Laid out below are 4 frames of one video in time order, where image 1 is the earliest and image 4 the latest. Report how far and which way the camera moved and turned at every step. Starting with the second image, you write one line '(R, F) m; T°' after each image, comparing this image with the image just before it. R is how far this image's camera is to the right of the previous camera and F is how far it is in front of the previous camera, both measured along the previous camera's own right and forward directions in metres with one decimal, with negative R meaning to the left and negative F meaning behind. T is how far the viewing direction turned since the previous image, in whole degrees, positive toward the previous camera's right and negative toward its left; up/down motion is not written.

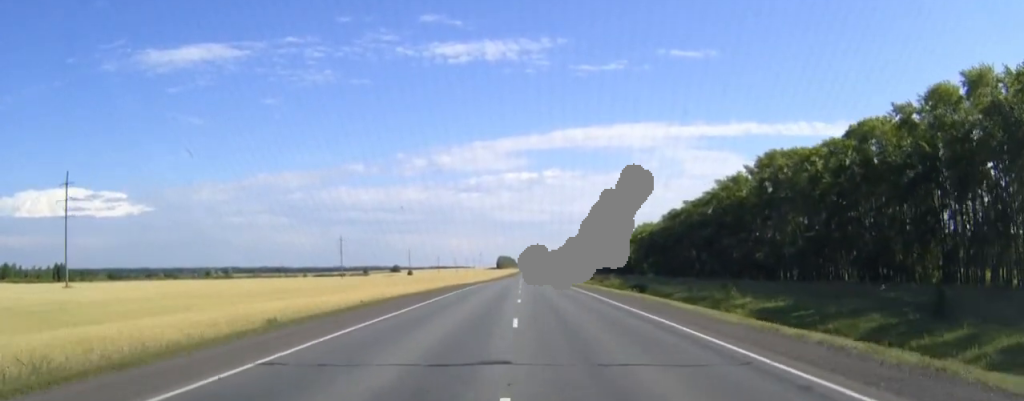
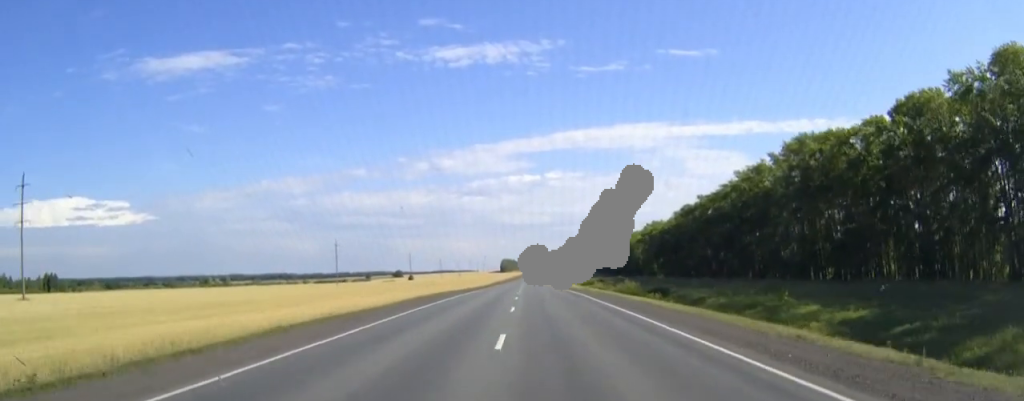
(0.0, +15.7) m; 0°
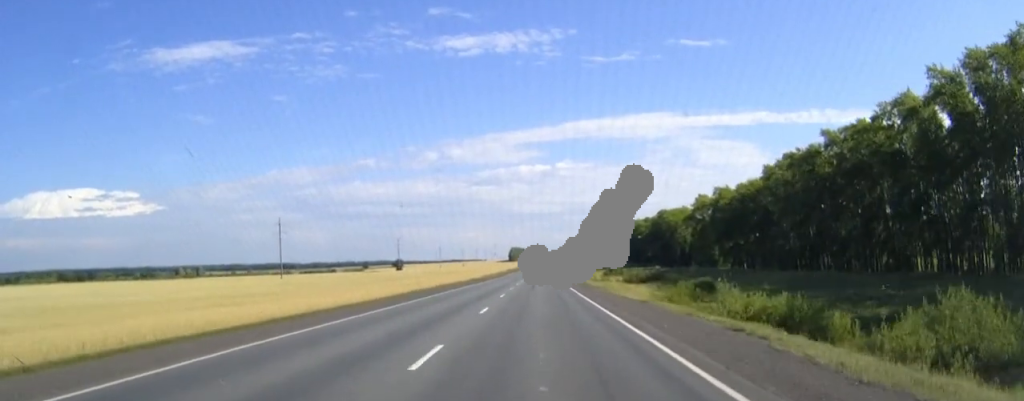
(-0.9, +86.5) m; -1°
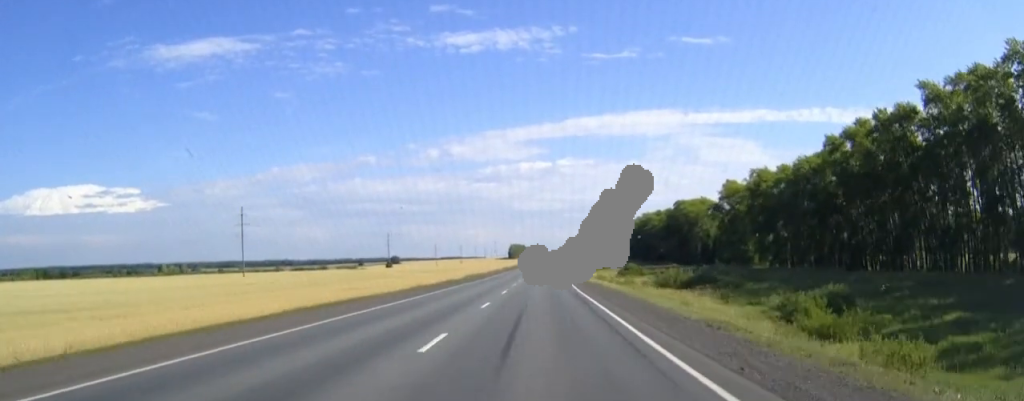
(0.0, +35.2) m; 0°
